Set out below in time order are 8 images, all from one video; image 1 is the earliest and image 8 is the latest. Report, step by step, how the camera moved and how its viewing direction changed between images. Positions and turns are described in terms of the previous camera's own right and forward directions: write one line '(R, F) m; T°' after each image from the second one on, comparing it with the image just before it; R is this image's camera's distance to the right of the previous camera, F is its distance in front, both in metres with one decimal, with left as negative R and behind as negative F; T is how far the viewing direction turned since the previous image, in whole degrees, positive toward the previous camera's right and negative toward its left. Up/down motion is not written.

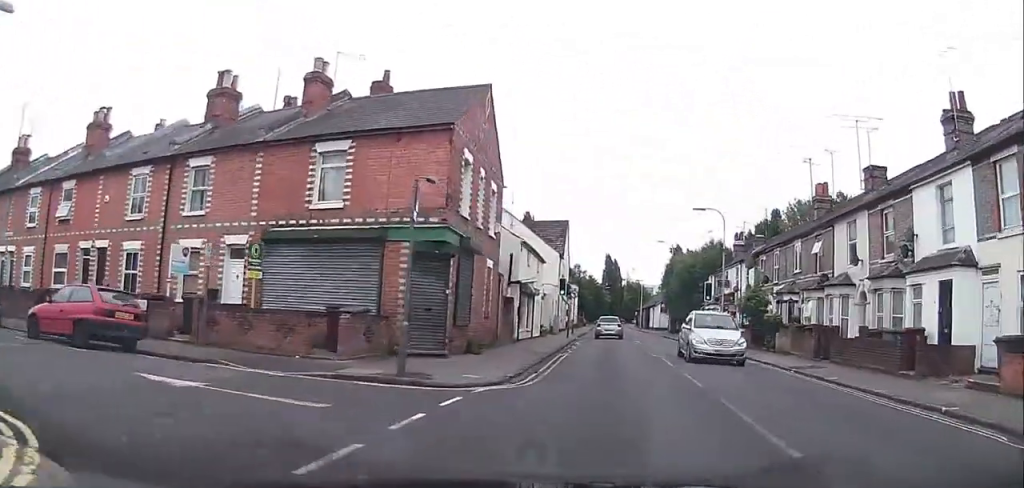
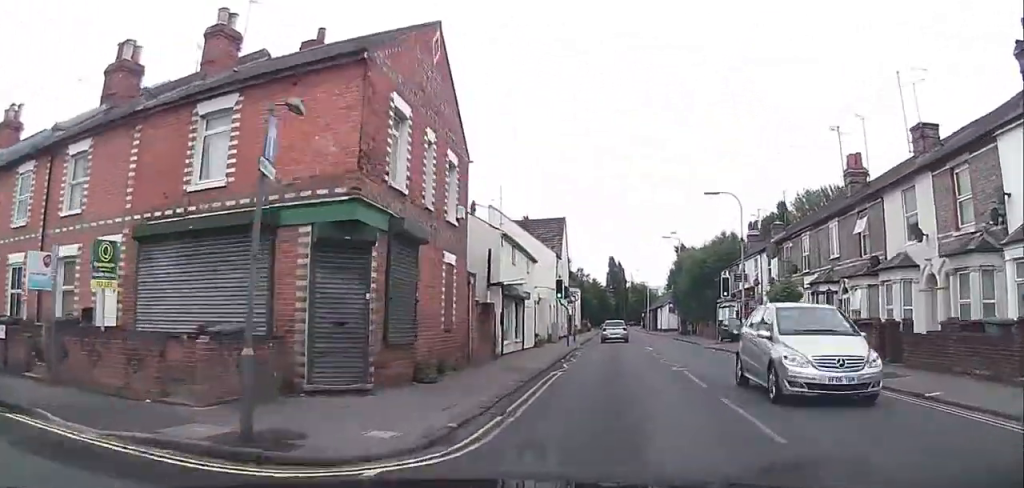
(0.0, +5.5) m; 0°
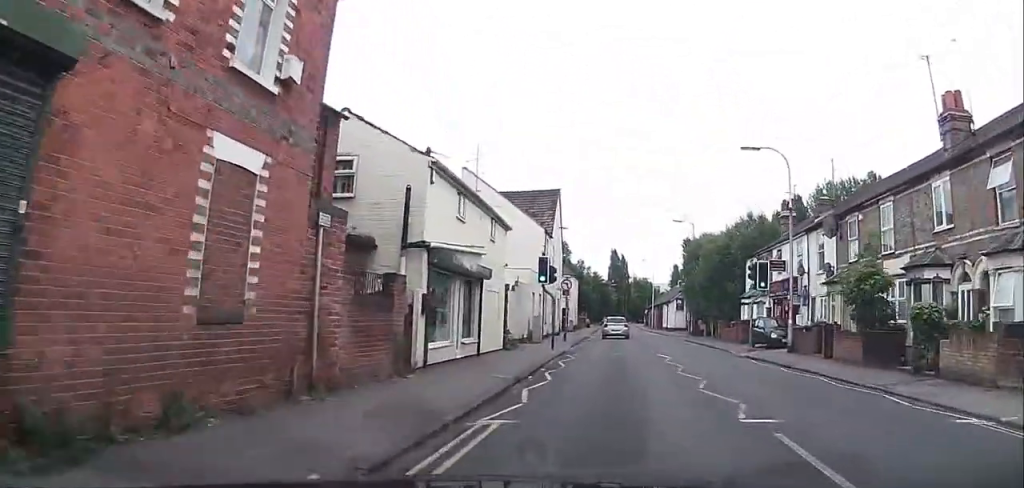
(0.0, +9.8) m; 0°
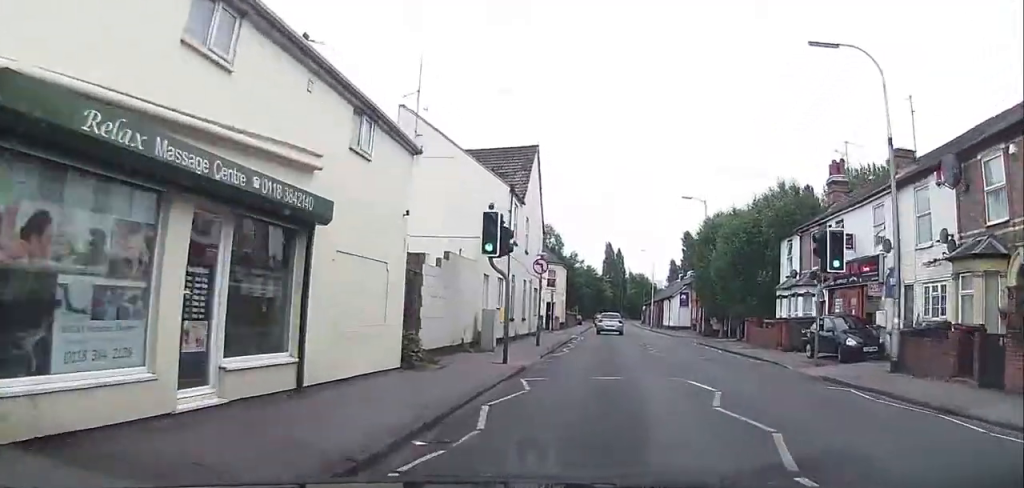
(0.0, +11.1) m; 0°
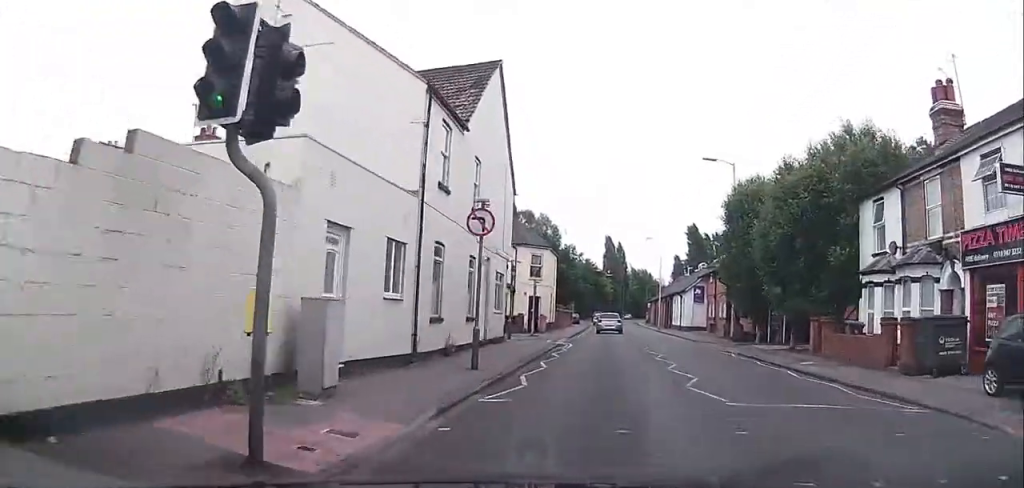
(0.0, +12.1) m; 0°
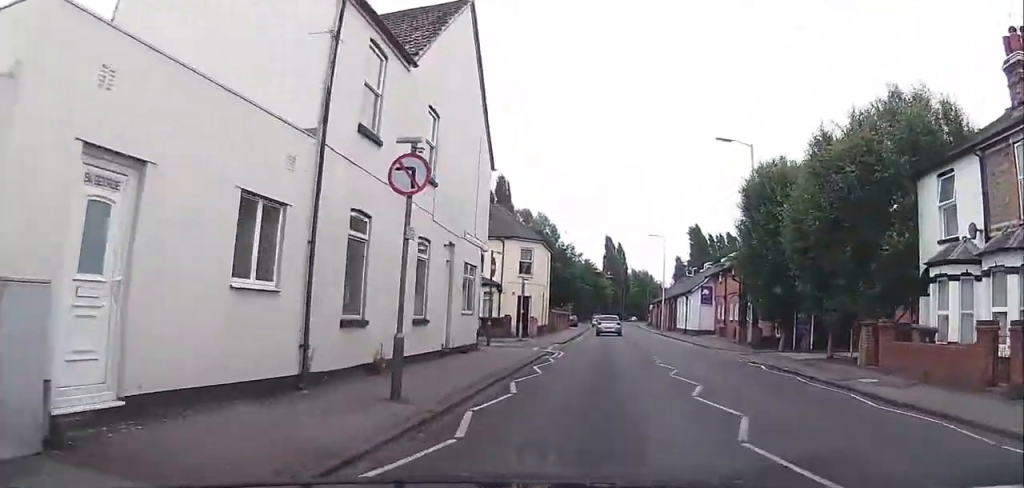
(0.0, +5.2) m; 0°
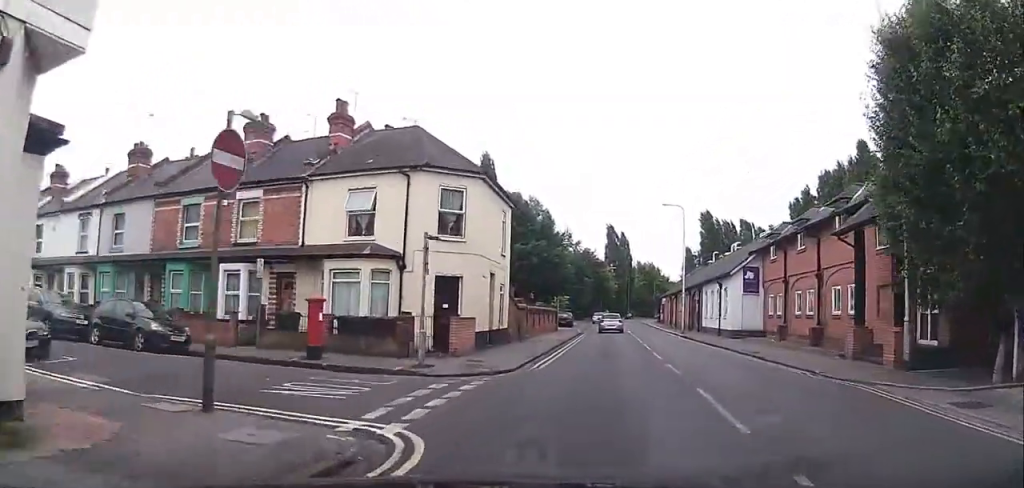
(+0.1, +18.1) m; +2°
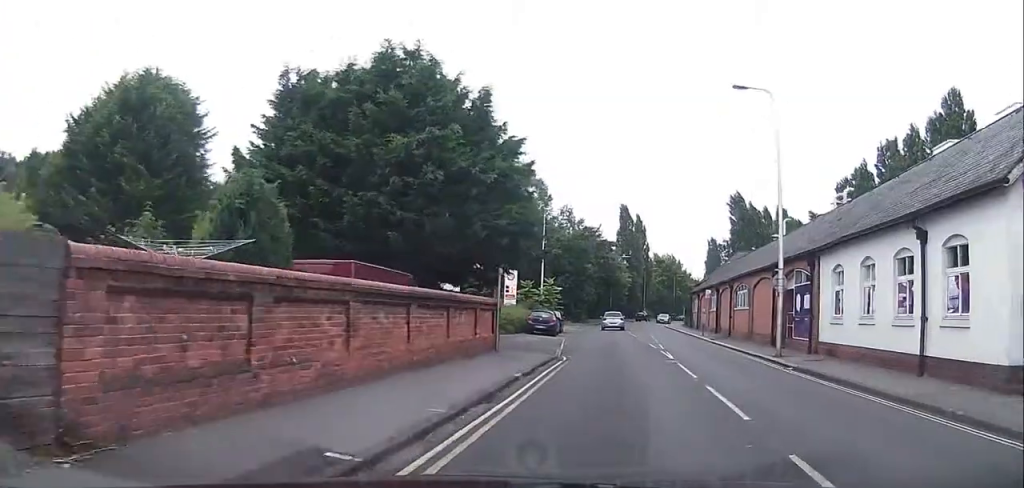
(+0.1, +29.3) m; 0°
